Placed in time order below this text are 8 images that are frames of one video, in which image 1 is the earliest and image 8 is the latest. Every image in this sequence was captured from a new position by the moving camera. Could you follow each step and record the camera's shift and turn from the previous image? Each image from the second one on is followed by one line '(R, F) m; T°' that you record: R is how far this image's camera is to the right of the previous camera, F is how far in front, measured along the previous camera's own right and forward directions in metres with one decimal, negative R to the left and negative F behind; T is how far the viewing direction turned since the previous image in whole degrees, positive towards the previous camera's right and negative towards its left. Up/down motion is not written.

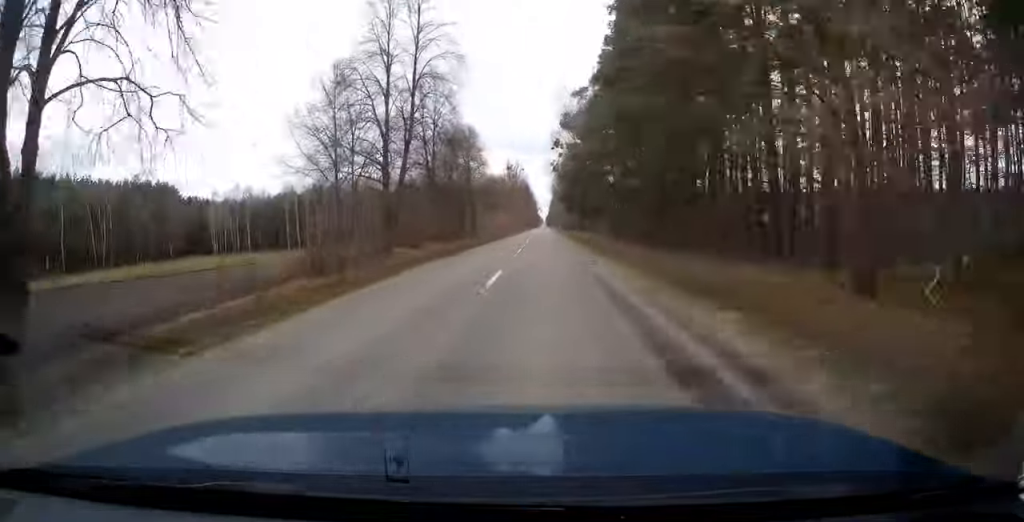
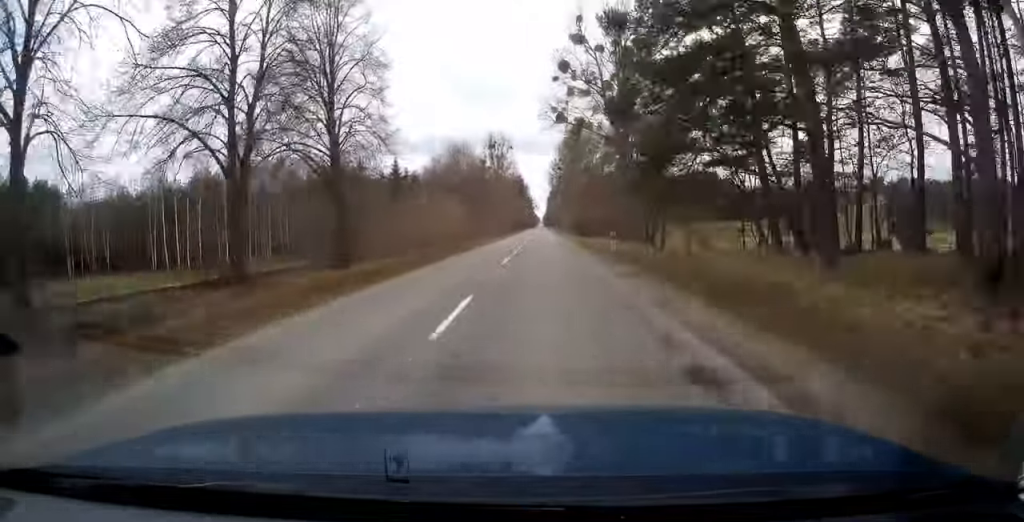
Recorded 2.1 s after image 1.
(-0.2, +57.8) m; 0°
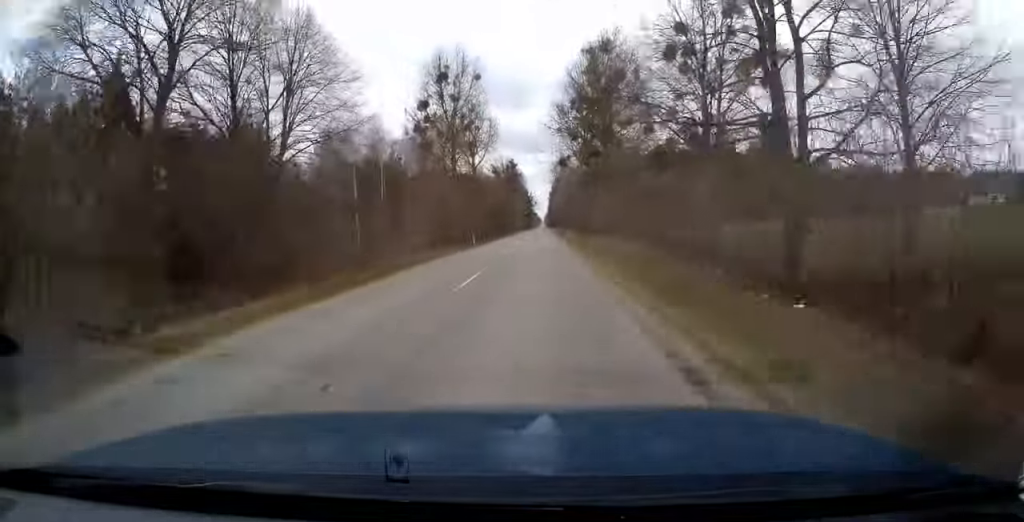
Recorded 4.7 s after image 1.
(+0.3, +70.7) m; 0°
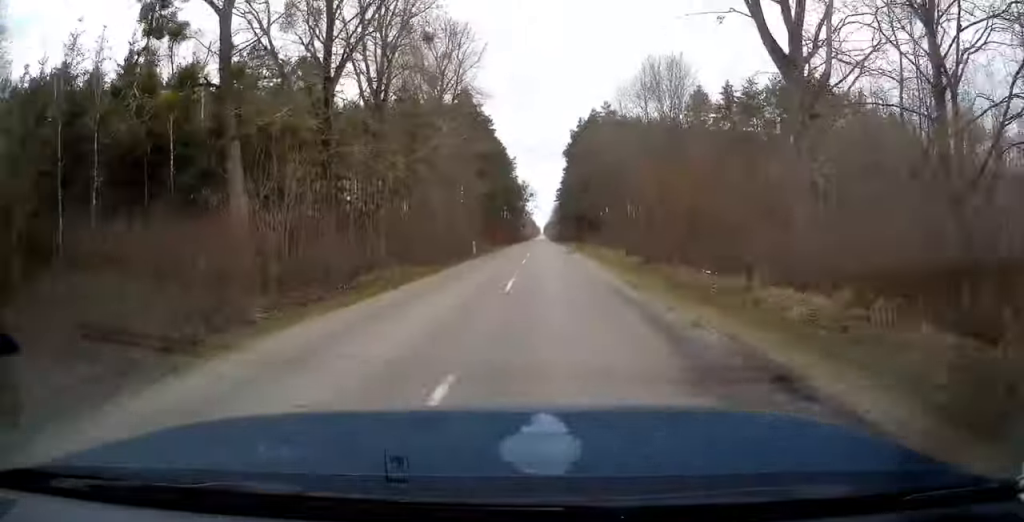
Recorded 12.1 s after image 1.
(-0.8, +203.6) m; 0°
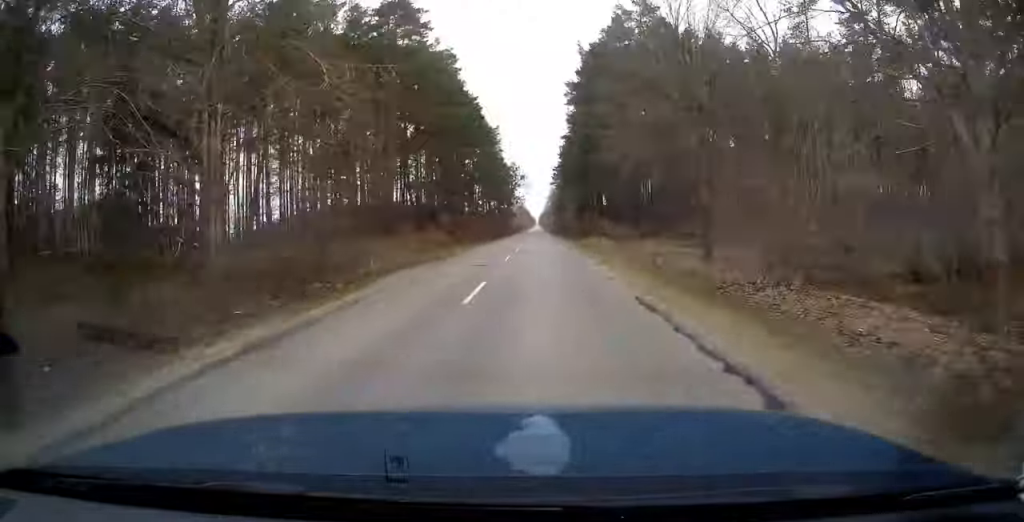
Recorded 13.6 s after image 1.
(+0.1, +42.2) m; 0°
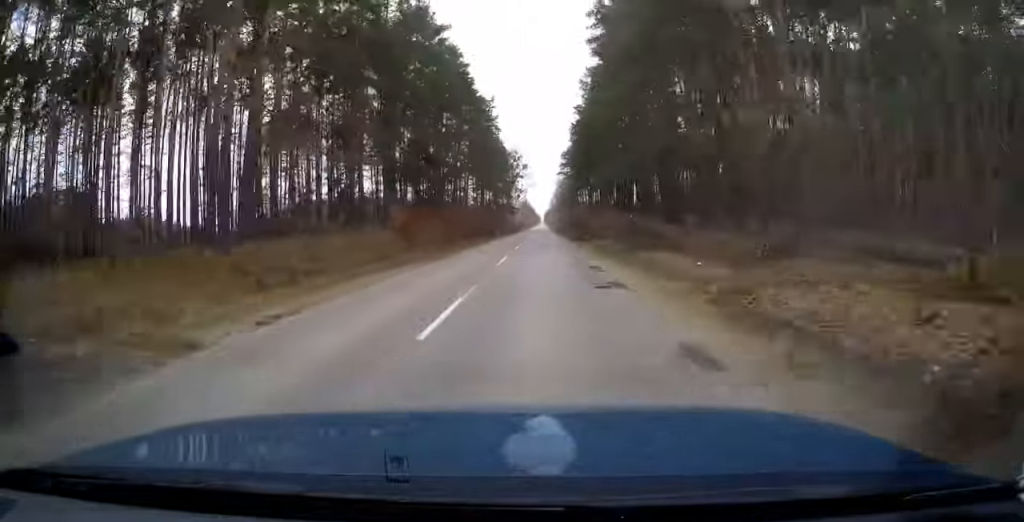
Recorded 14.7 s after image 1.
(+0.1, +28.4) m; 0°
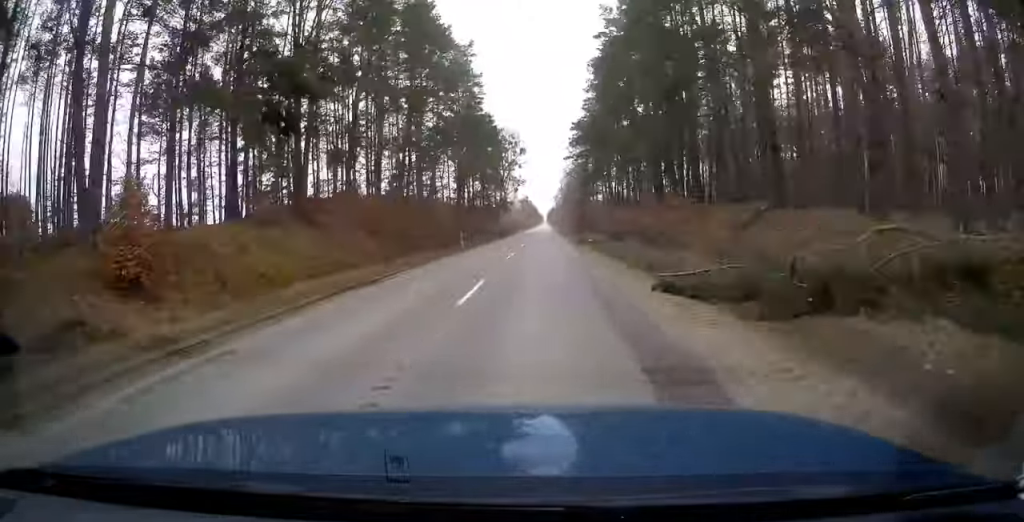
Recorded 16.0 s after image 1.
(0.0, +35.7) m; 0°
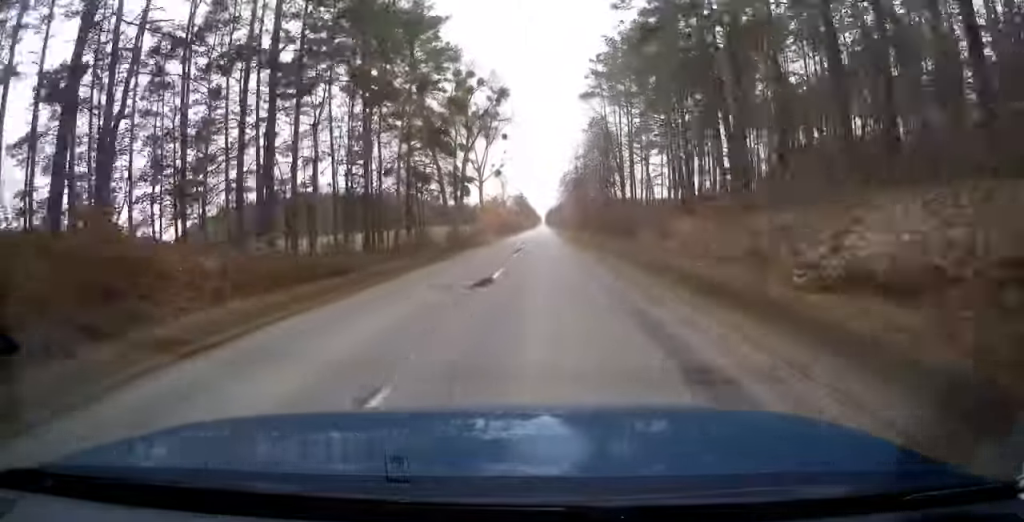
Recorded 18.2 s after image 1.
(-0.1, +61.1) m; 0°
